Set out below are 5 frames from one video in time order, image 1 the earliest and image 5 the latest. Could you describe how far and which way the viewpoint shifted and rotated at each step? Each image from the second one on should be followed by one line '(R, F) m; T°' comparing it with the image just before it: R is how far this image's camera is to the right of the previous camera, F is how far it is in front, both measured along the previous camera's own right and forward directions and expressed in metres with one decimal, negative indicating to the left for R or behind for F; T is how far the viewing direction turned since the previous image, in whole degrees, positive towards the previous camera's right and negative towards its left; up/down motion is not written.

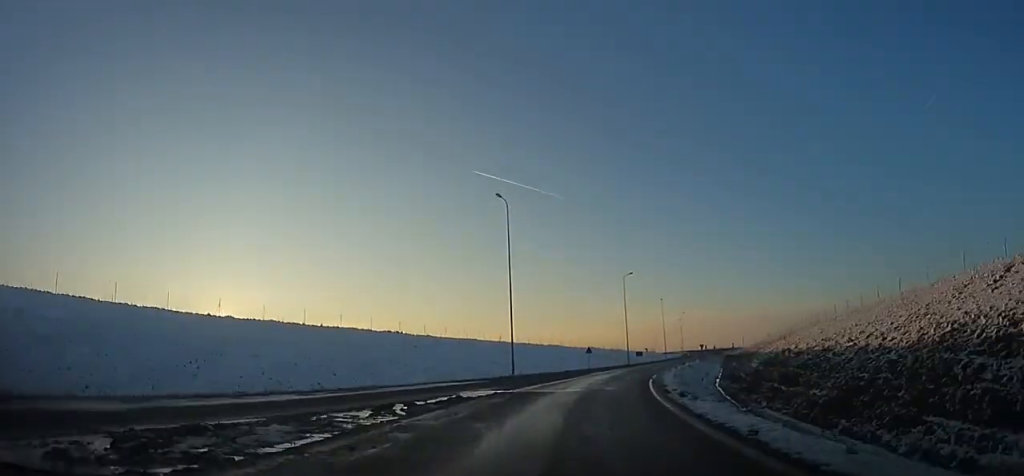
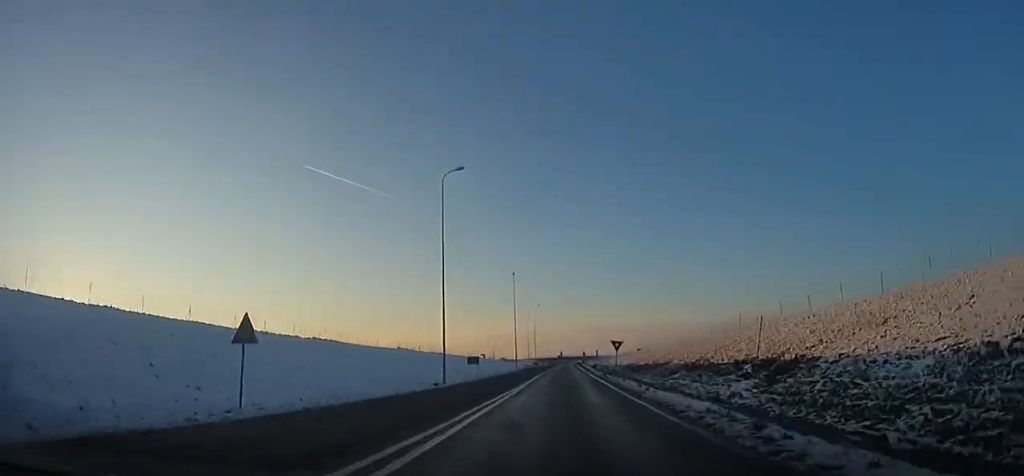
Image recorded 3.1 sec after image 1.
(+6.6, +43.7) m; +17°
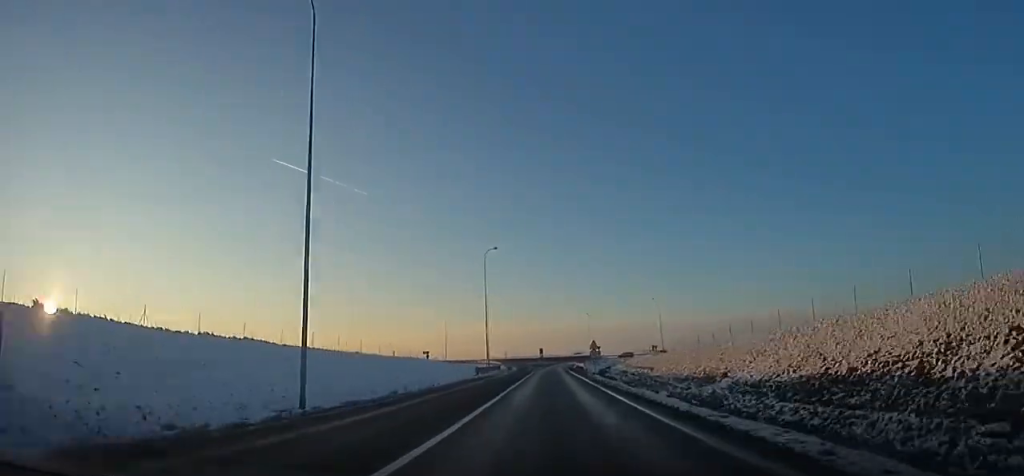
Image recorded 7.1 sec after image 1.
(+5.0, +57.7) m; +6°
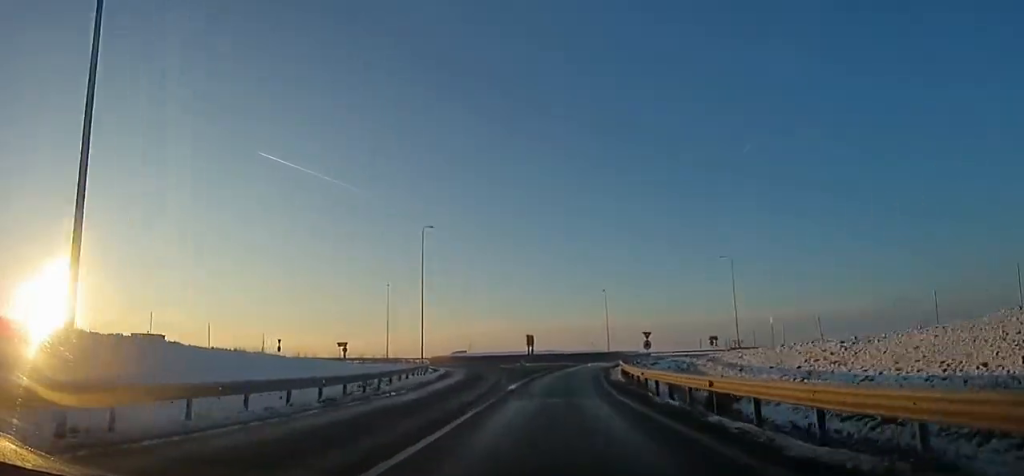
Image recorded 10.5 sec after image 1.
(0.0, +45.8) m; -2°
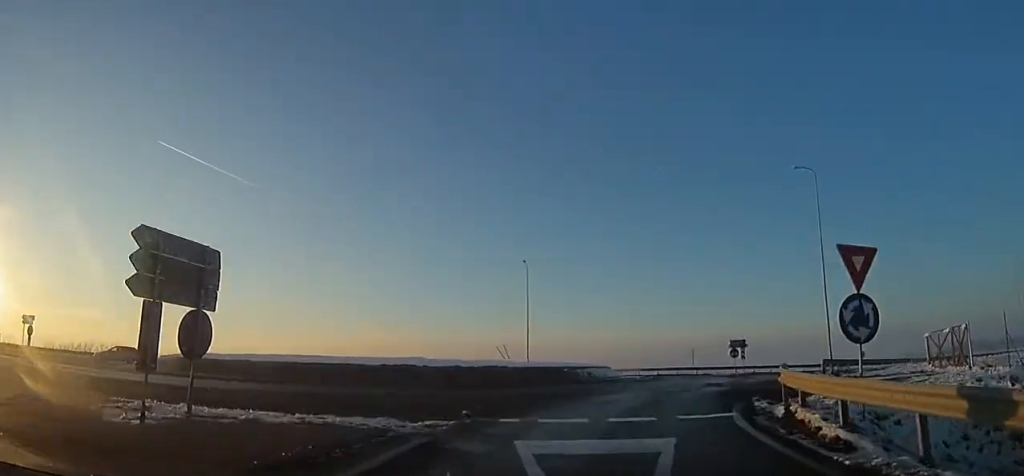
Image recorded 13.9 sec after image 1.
(+1.1, +39.5) m; +12°
